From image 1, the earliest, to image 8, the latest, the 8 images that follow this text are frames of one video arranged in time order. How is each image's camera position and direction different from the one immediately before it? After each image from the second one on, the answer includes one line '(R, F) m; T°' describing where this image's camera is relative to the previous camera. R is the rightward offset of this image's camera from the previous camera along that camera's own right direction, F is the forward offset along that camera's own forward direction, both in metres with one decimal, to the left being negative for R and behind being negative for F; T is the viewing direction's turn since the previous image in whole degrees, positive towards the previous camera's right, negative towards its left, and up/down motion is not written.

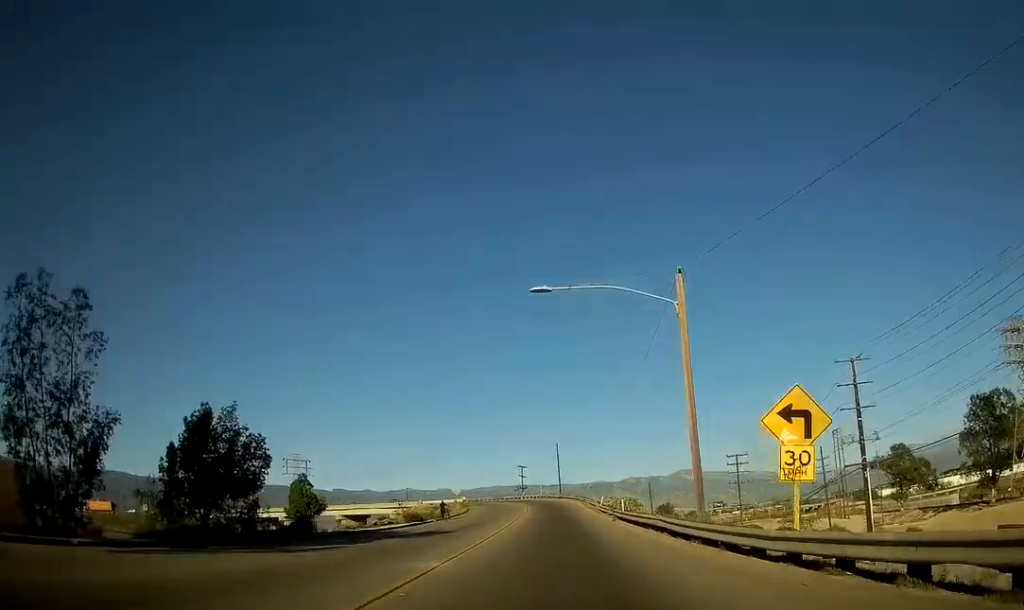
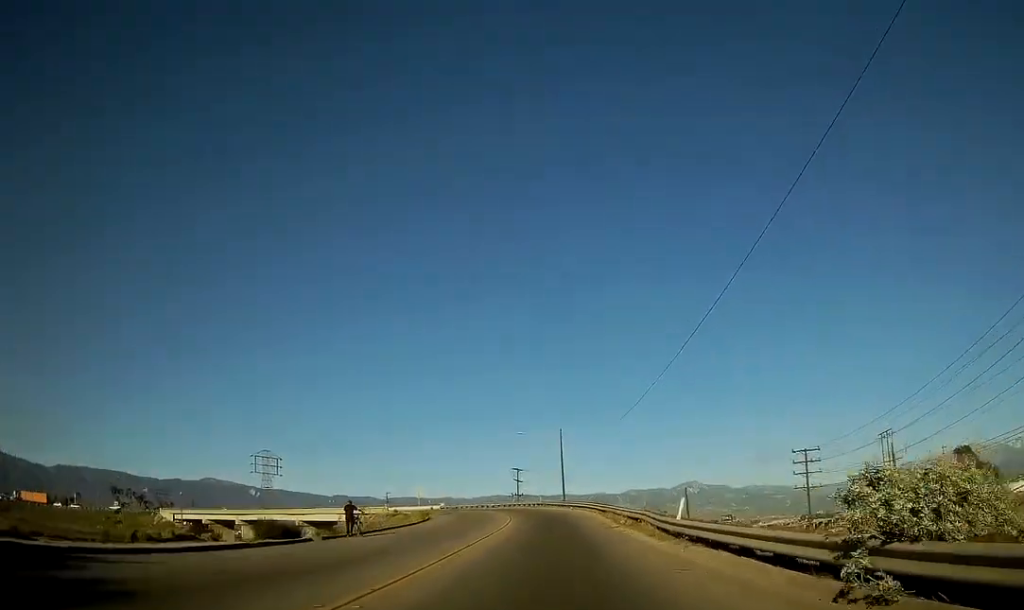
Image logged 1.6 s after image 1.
(+0.2, +30.6) m; +1°
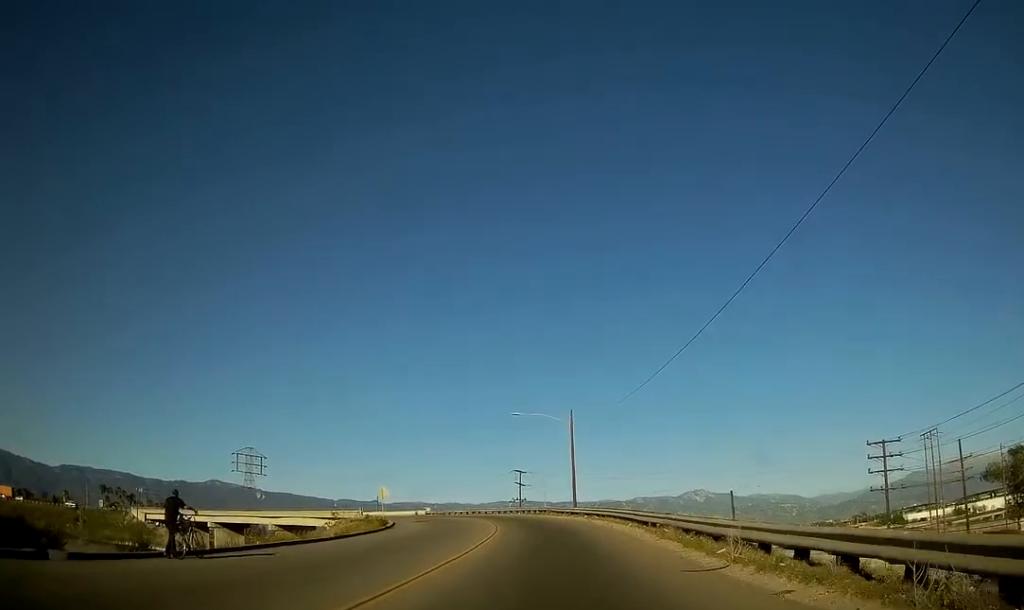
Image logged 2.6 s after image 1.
(+0.2, +19.2) m; +1°
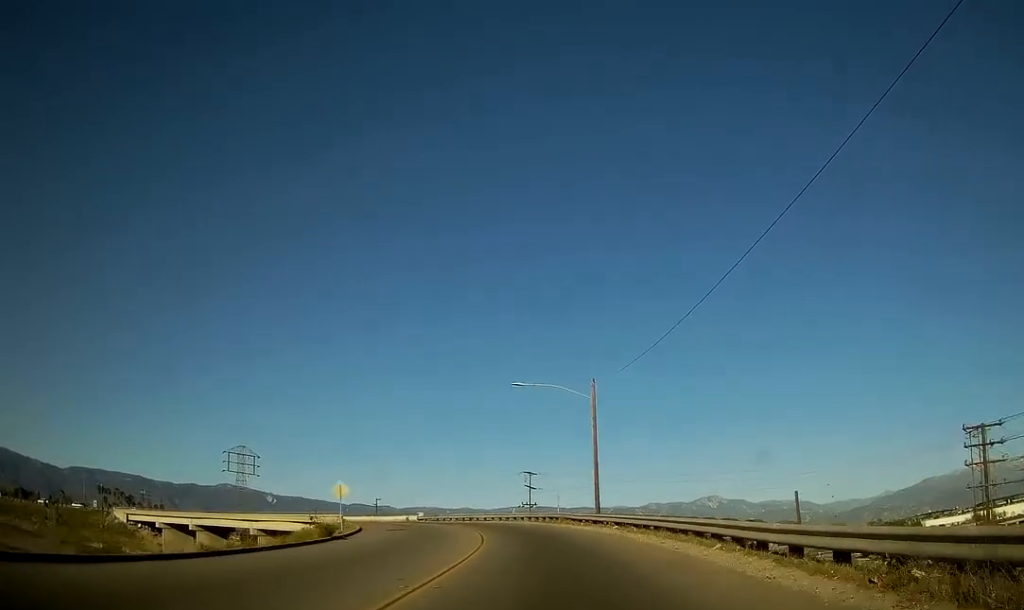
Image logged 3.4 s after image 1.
(+0.3, +14.8) m; -1°
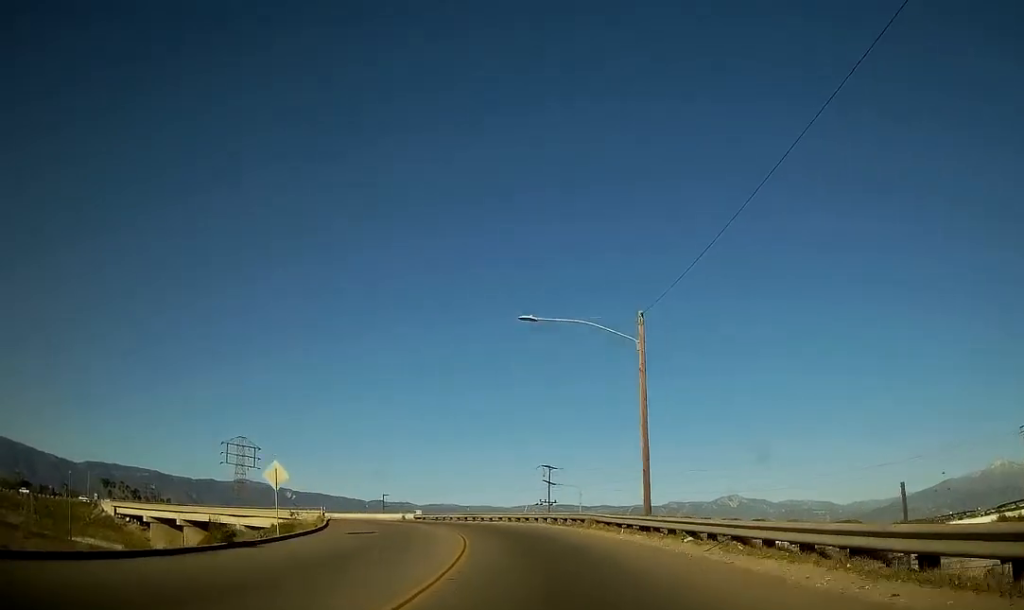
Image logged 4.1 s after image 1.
(-0.5, +12.6) m; -2°
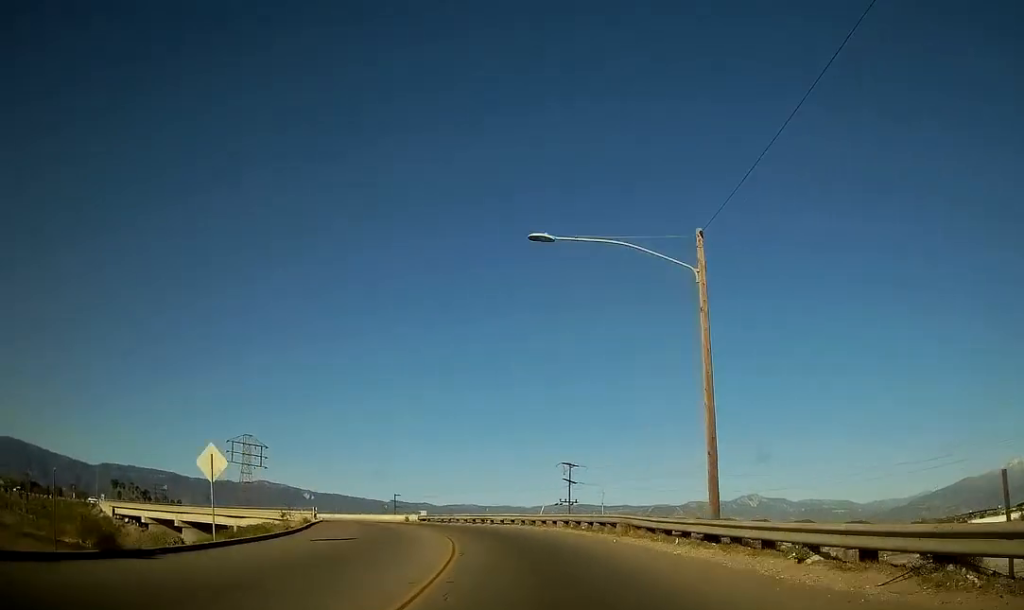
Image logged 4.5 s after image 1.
(-0.1, +8.1) m; -2°
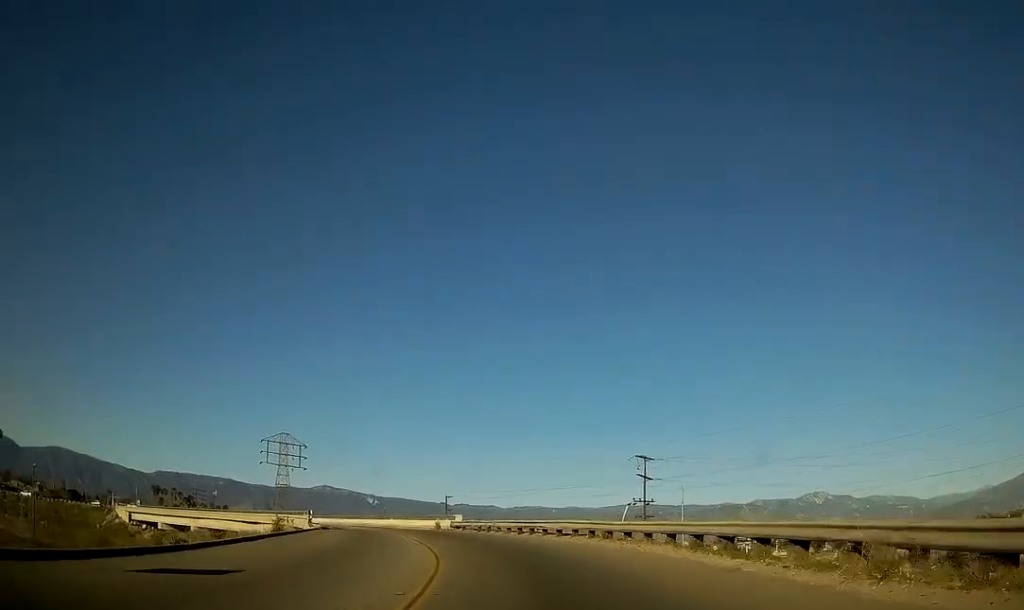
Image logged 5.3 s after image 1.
(0.0, +15.6) m; -4°
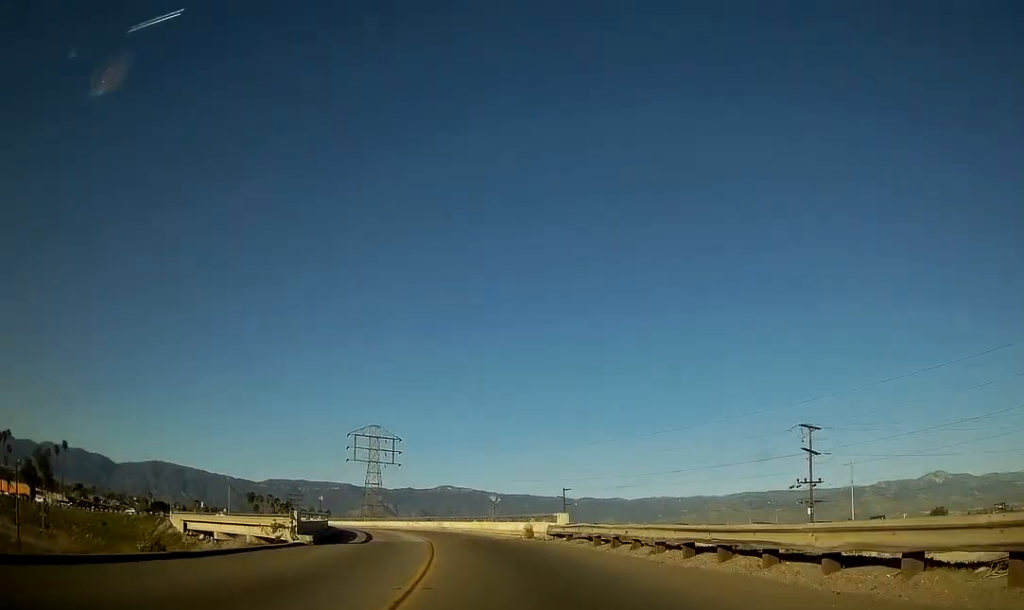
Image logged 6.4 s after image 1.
(-1.7, +20.5) m; -7°
